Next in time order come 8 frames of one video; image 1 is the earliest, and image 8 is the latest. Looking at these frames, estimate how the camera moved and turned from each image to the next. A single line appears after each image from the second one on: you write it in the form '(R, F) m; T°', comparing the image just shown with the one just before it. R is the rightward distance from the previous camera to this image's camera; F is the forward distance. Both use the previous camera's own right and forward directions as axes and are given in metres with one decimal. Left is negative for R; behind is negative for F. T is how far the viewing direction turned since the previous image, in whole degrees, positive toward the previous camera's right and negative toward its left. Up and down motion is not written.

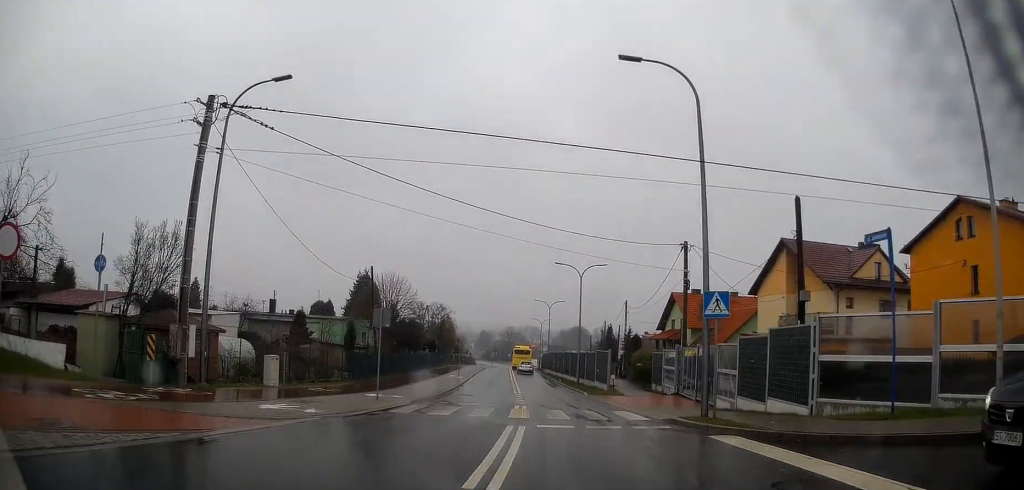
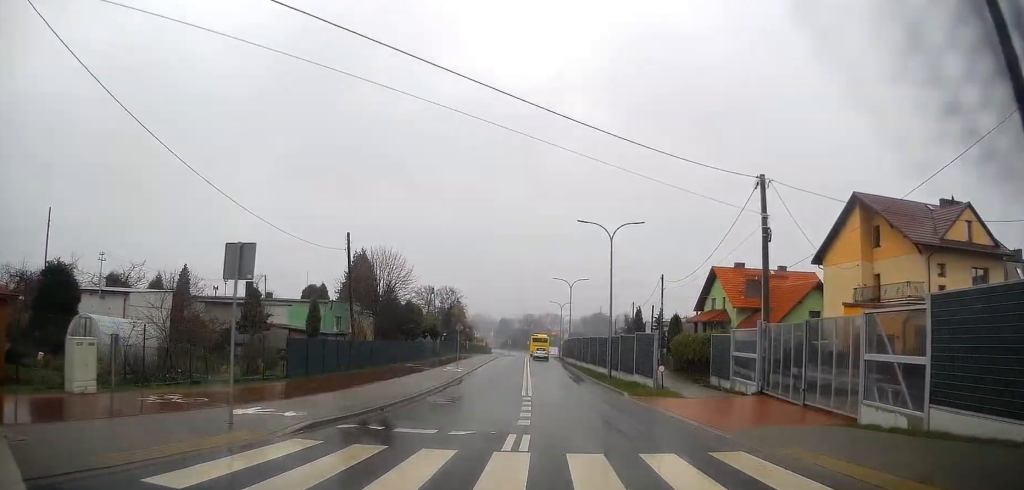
(-0.2, +10.3) m; -1°
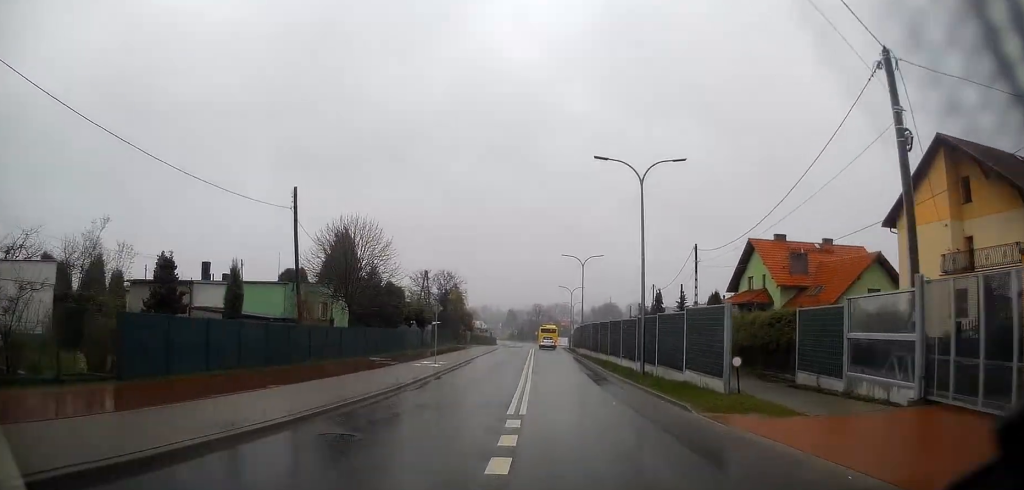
(0.0, +10.2) m; -1°
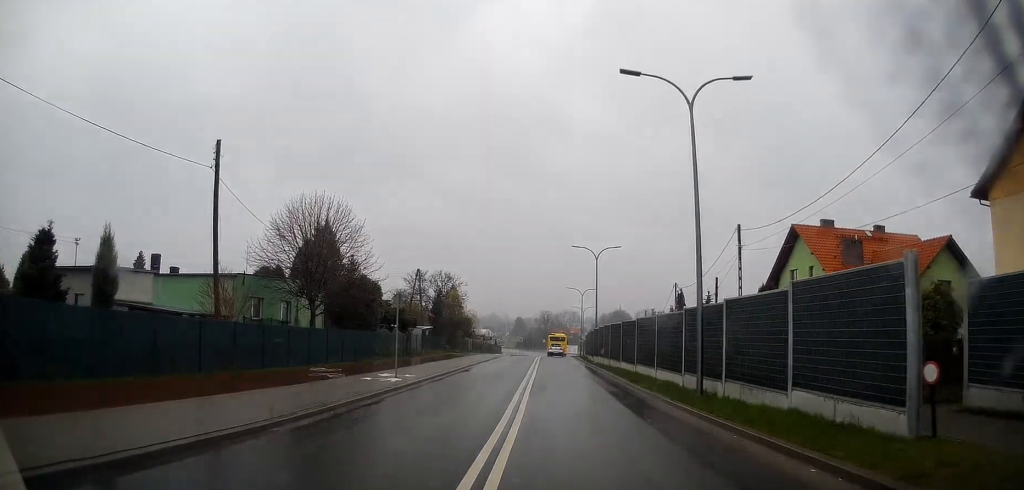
(0.0, +8.8) m; -1°
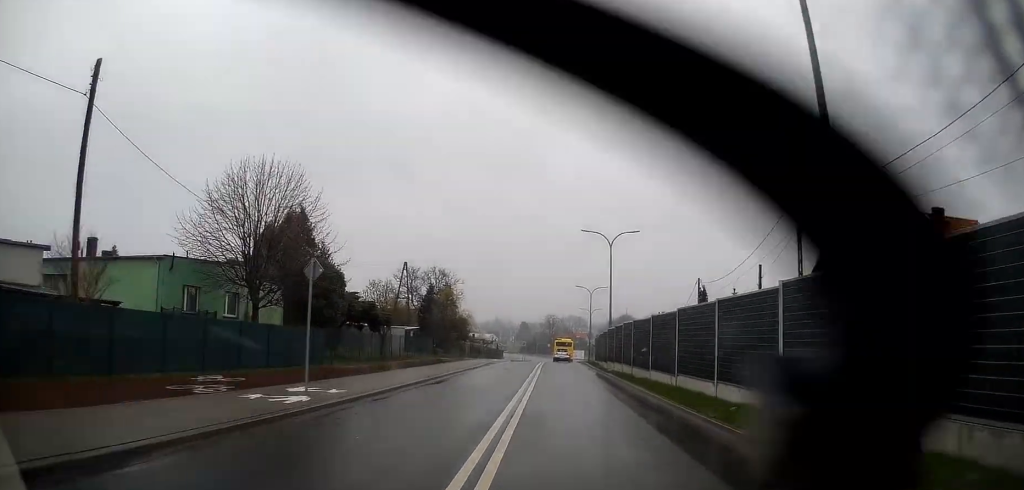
(-0.1, +8.1) m; 0°
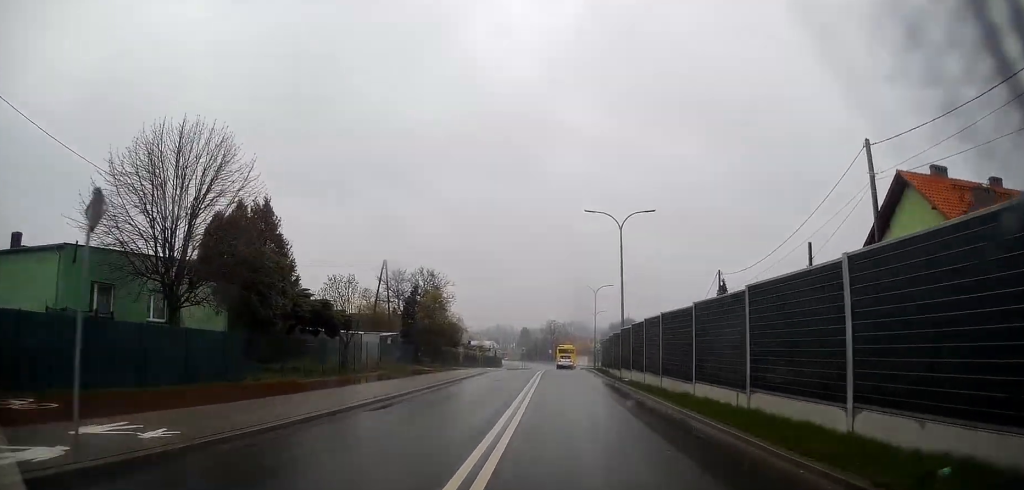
(0.0, +7.0) m; 0°
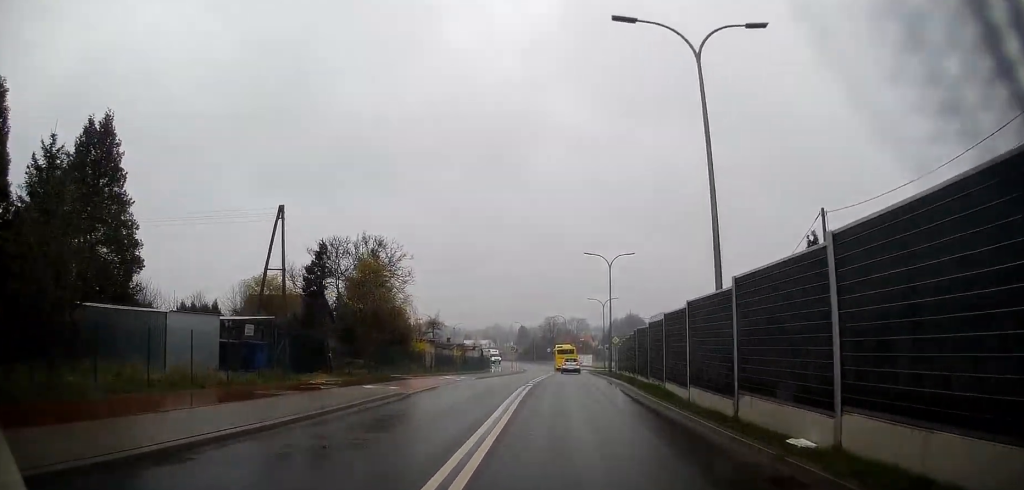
(+0.1, +20.3) m; 0°
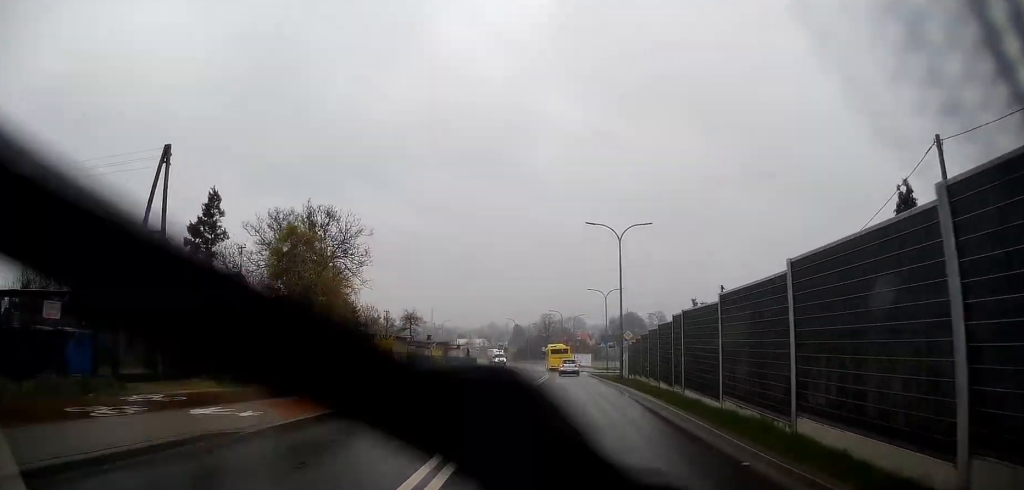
(0.0, +10.8) m; 0°
